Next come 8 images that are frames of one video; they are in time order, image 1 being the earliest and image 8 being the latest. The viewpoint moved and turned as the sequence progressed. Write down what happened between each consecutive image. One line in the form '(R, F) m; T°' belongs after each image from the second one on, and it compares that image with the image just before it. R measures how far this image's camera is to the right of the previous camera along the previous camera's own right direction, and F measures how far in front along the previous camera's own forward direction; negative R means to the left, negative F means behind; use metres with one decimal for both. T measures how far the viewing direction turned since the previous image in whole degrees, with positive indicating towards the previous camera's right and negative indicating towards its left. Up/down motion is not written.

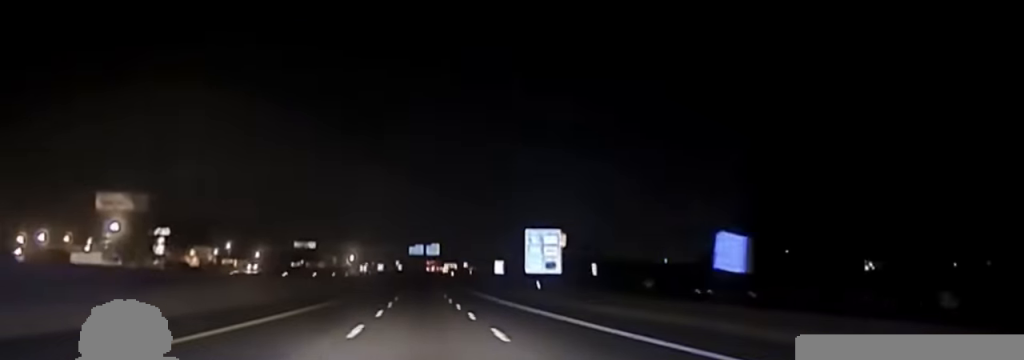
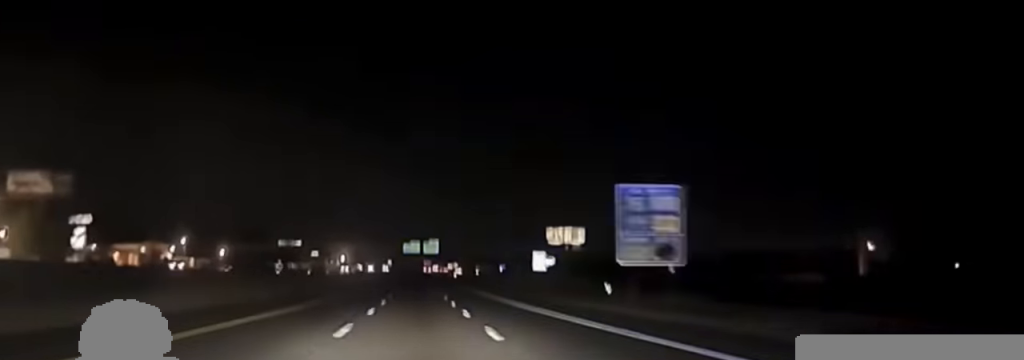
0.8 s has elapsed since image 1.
(-0.4, +48.8) m; 0°
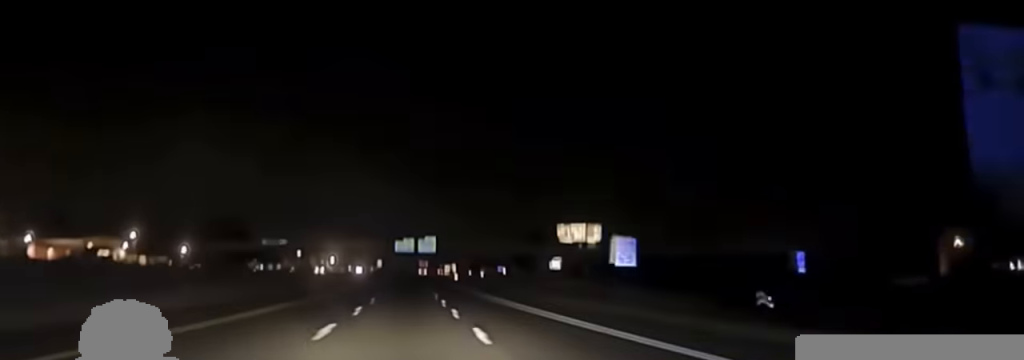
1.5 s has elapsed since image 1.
(+0.2, +35.3) m; 0°
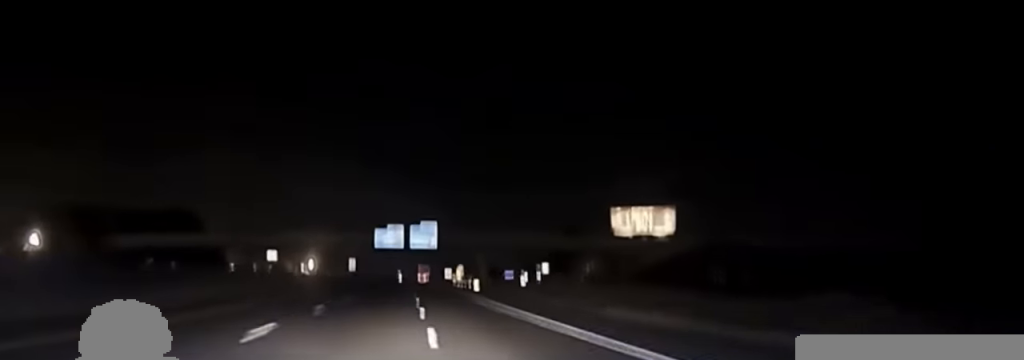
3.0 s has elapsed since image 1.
(+0.4, +83.5) m; 0°
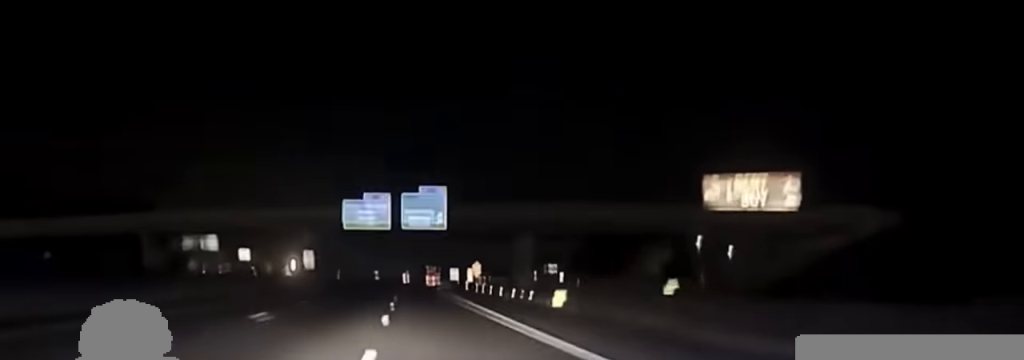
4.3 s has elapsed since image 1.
(-0.1, +61.0) m; 0°
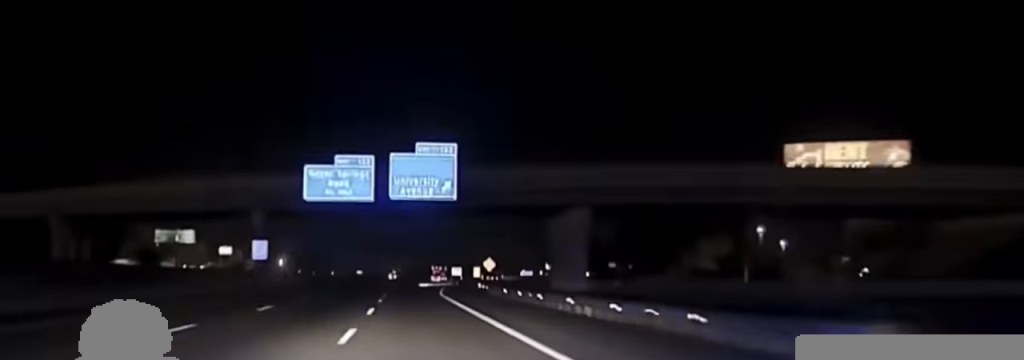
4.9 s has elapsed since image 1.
(+0.3, +29.9) m; 0°
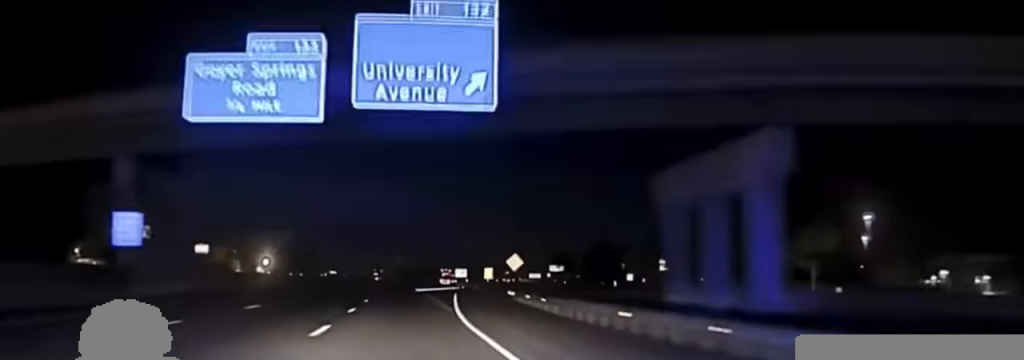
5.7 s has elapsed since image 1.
(-0.3, +31.6) m; 0°
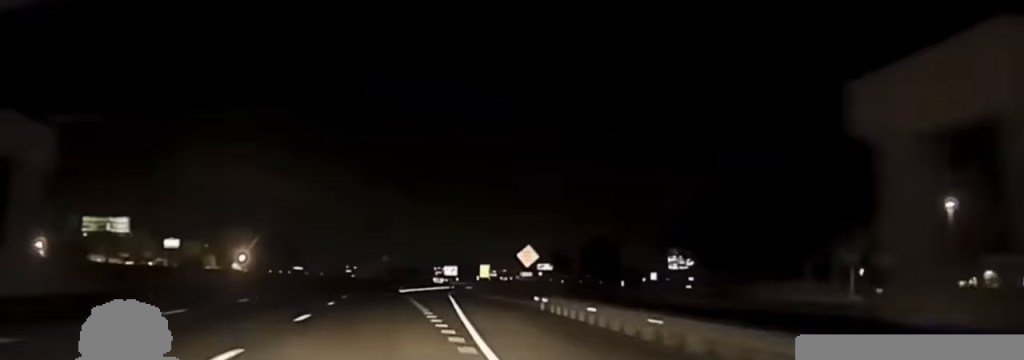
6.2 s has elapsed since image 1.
(-0.1, +19.3) m; +1°
